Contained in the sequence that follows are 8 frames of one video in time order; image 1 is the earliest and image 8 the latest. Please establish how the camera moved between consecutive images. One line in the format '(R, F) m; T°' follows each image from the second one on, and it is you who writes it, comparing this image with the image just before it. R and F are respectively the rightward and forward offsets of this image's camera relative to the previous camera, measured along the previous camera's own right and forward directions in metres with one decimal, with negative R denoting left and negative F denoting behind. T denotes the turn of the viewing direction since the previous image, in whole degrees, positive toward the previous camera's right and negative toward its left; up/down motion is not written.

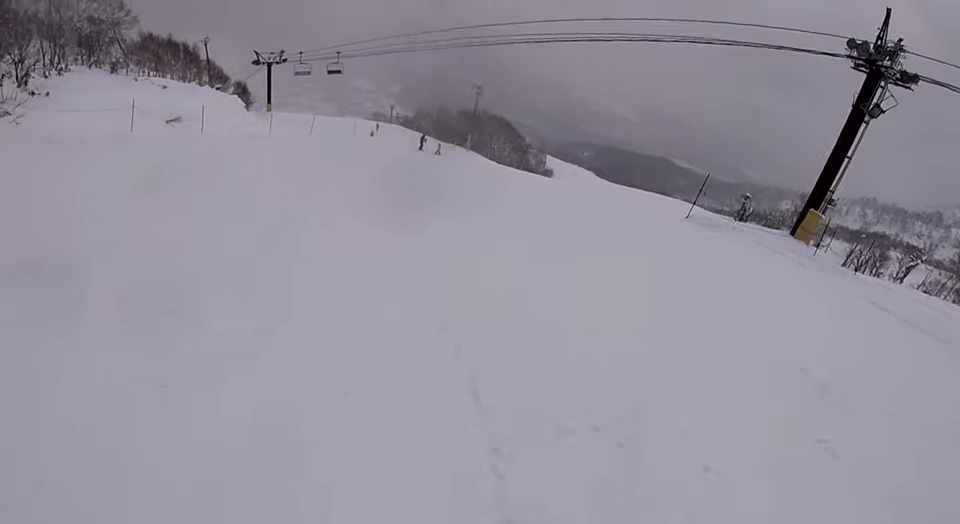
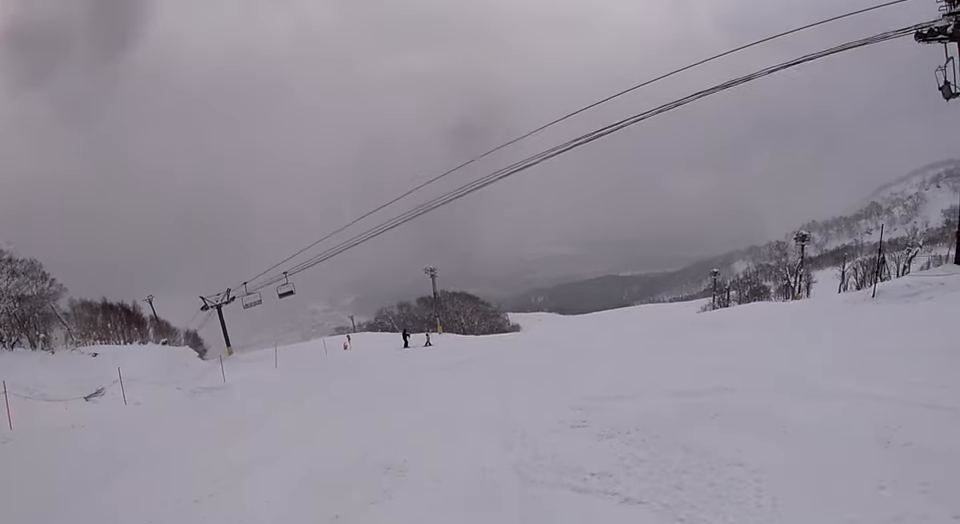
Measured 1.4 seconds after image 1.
(0.0, +9.5) m; +8°
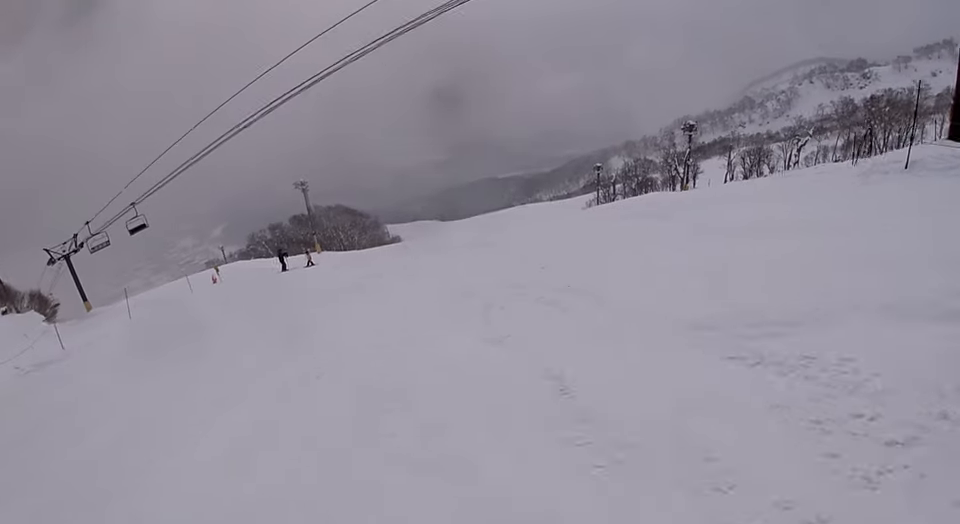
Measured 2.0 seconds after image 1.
(-0.1, +3.8) m; +10°
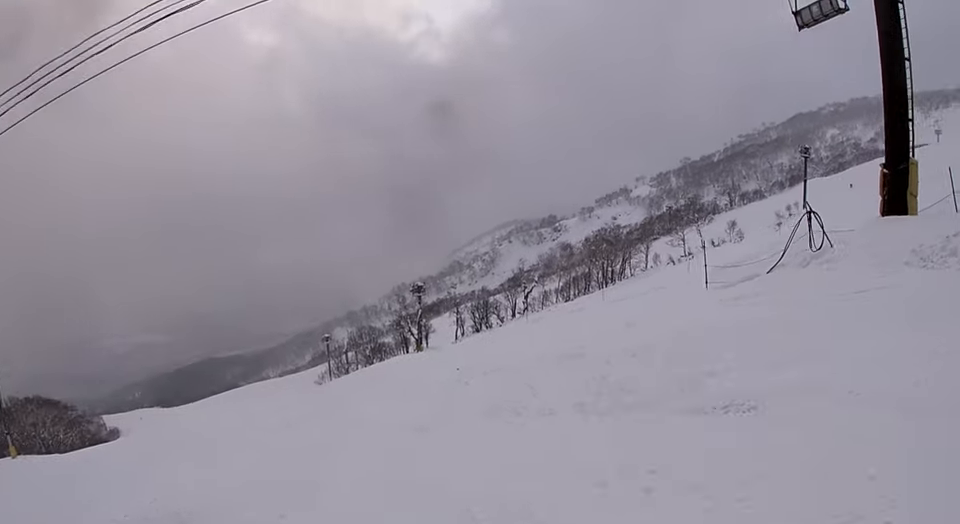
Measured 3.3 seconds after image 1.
(+2.8, +7.7) m; +30°
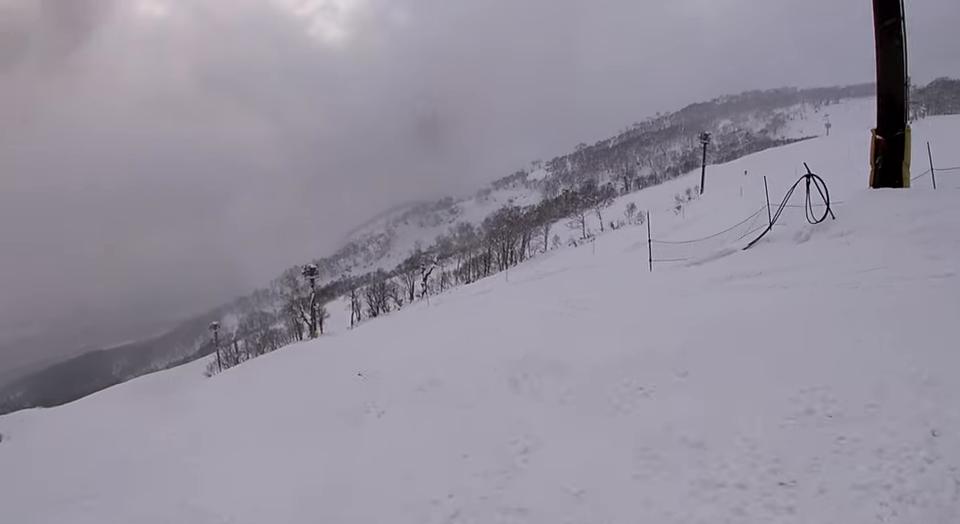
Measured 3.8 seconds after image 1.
(+0.4, +3.2) m; +6°
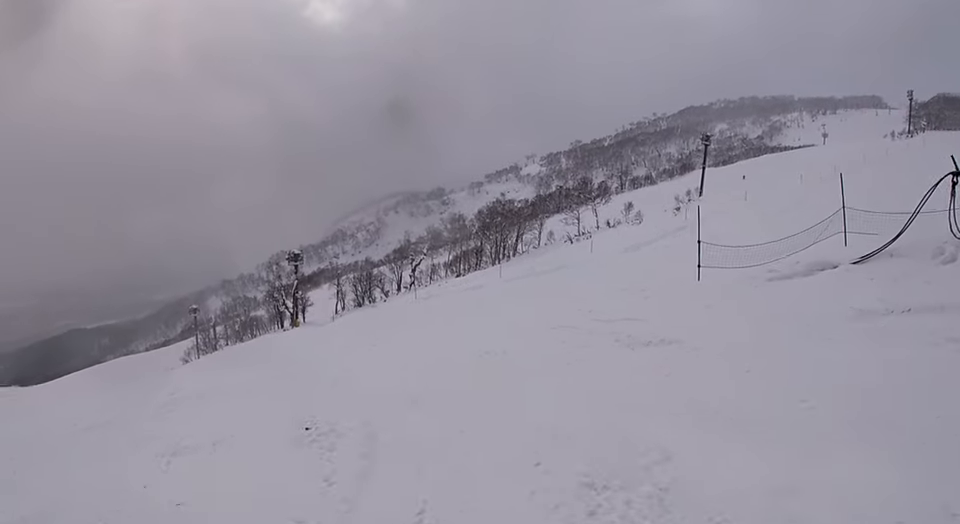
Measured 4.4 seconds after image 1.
(+0.1, +3.7) m; -5°
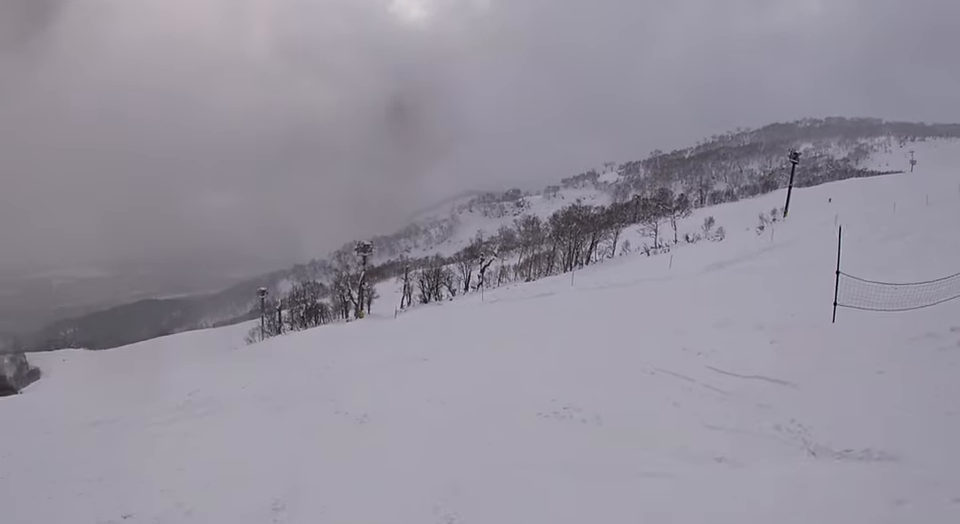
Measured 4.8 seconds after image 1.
(+0.4, +3.0) m; -6°
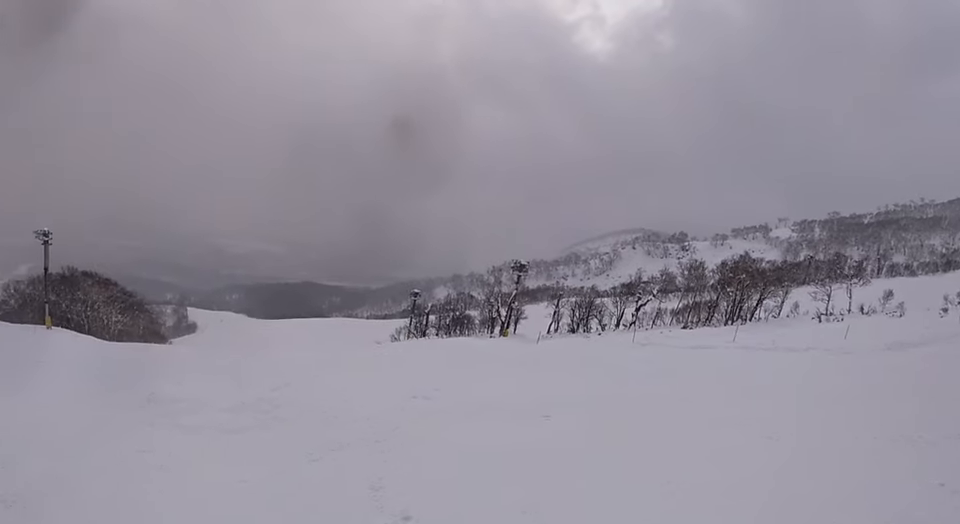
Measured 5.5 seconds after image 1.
(-0.9, +3.5) m; -20°
